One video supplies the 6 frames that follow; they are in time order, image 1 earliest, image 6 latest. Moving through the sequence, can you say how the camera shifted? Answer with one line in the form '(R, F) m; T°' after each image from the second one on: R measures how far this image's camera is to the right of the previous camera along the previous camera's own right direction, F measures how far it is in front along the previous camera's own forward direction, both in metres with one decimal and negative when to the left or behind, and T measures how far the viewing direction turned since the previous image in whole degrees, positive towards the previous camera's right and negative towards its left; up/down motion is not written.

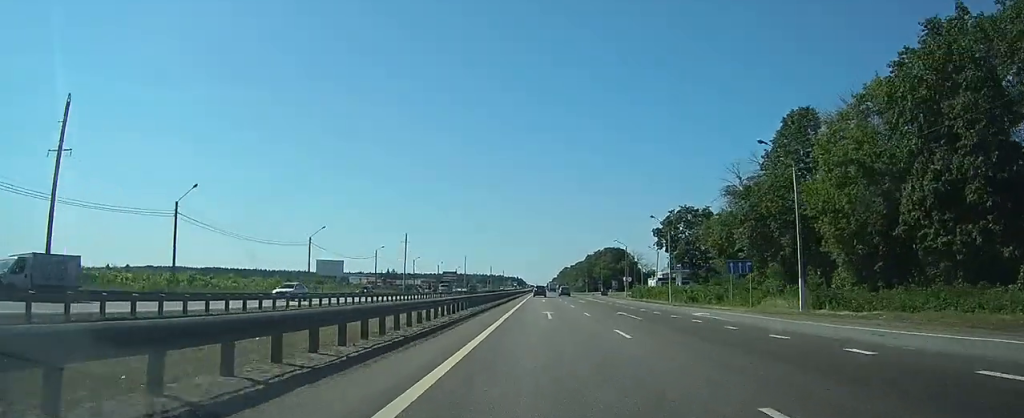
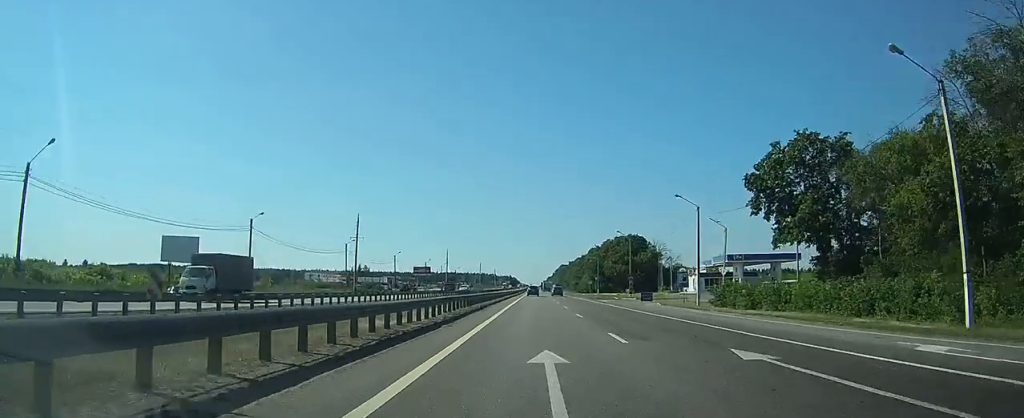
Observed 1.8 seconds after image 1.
(0.0, +48.9) m; 0°
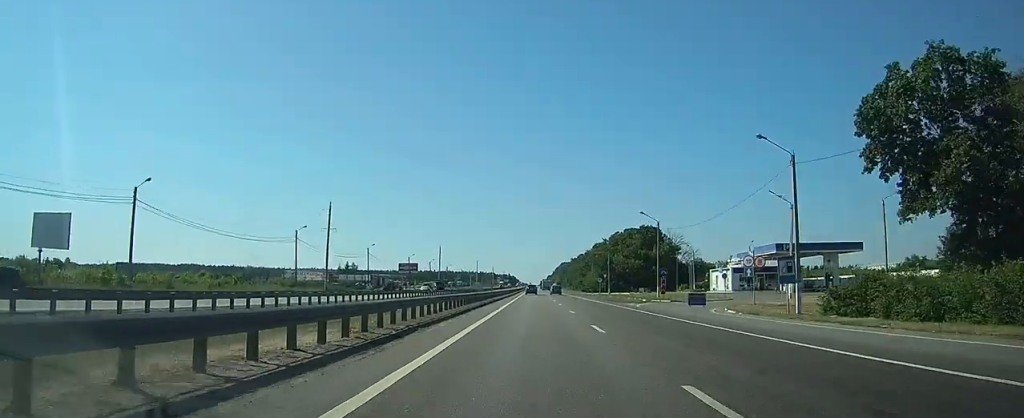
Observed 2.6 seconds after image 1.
(0.0, +20.9) m; 0°
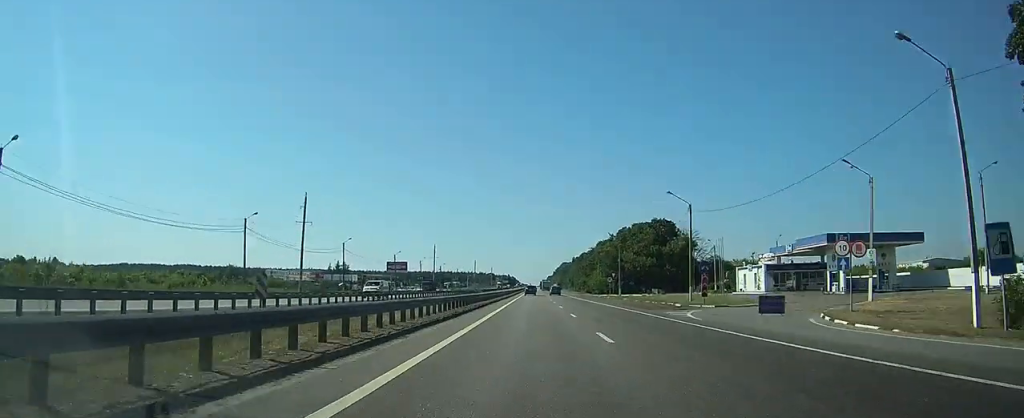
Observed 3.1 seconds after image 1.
(0.0, +14.6) m; 0°
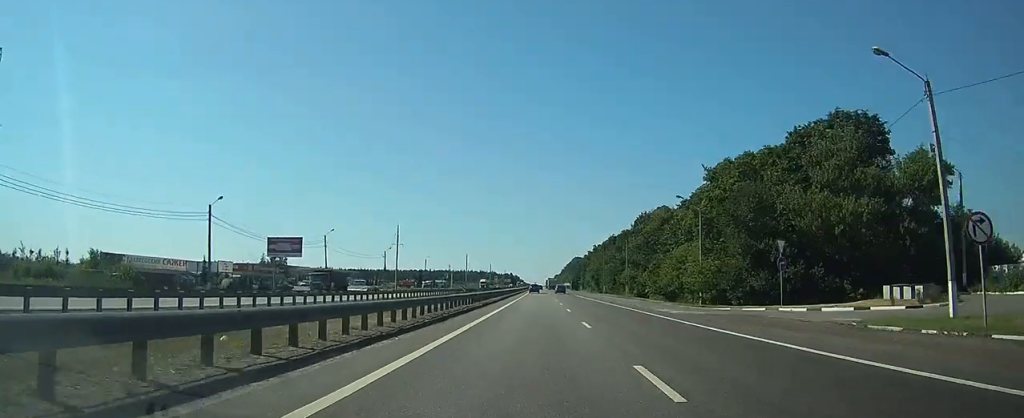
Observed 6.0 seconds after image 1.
(-0.4, +78.9) m; 0°
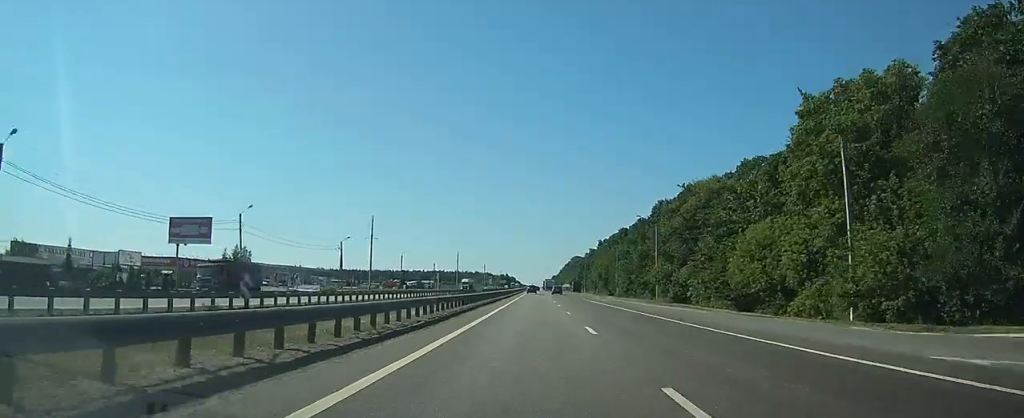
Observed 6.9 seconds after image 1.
(0.0, +26.0) m; 0°
